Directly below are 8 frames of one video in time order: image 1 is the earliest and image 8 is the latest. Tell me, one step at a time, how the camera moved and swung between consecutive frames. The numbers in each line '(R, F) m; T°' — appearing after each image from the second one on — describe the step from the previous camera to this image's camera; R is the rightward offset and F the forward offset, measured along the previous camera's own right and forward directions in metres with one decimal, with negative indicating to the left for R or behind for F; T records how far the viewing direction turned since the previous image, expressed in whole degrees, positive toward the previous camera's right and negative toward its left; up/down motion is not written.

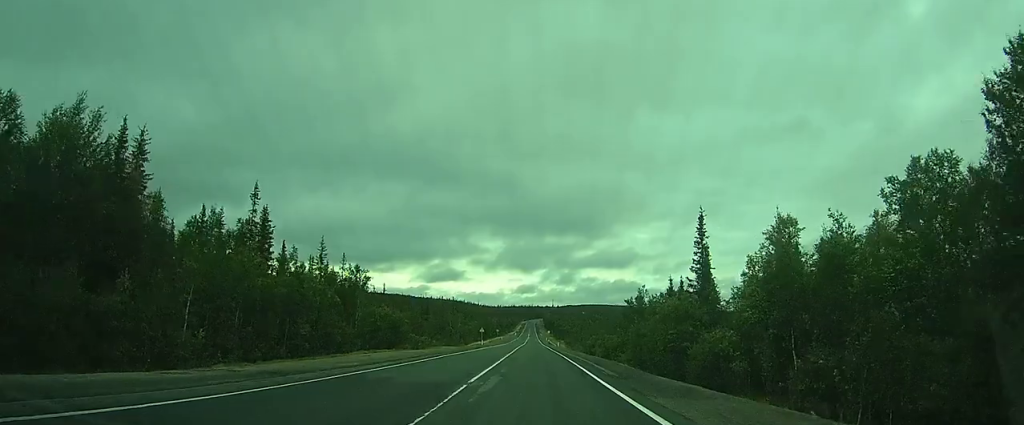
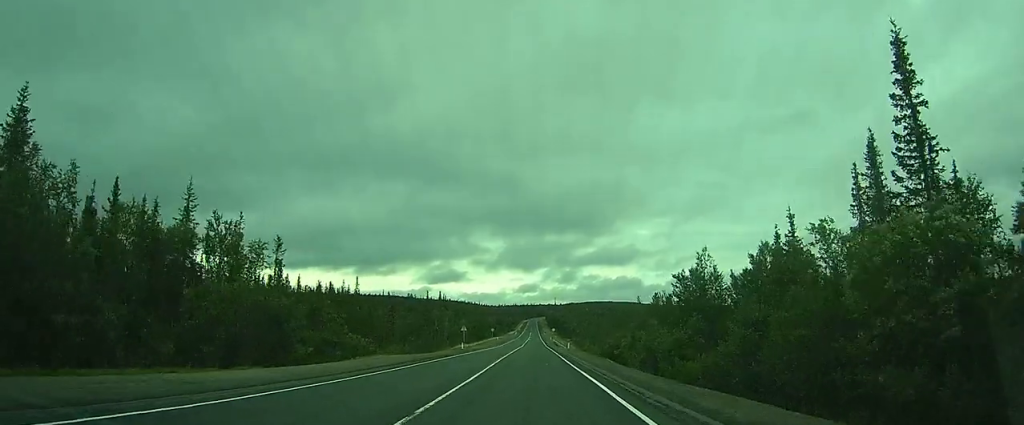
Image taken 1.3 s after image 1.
(0.0, +27.5) m; 0°
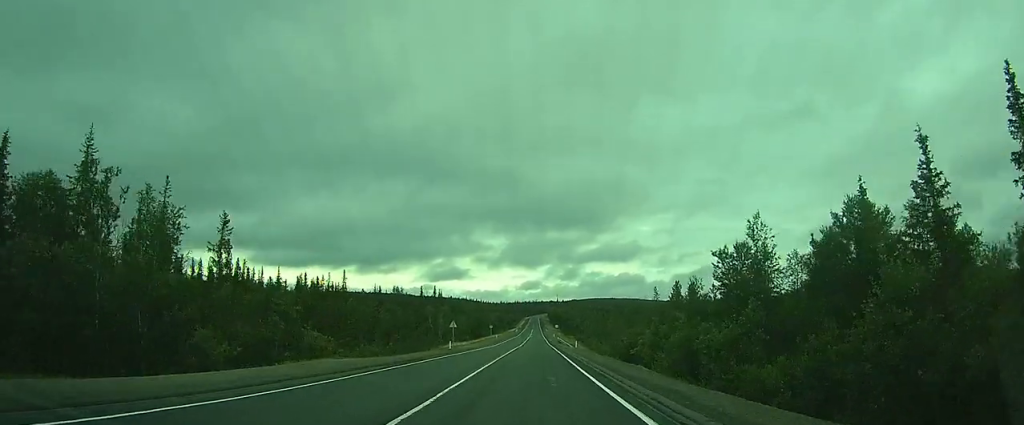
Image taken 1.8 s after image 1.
(0.0, +11.3) m; 0°
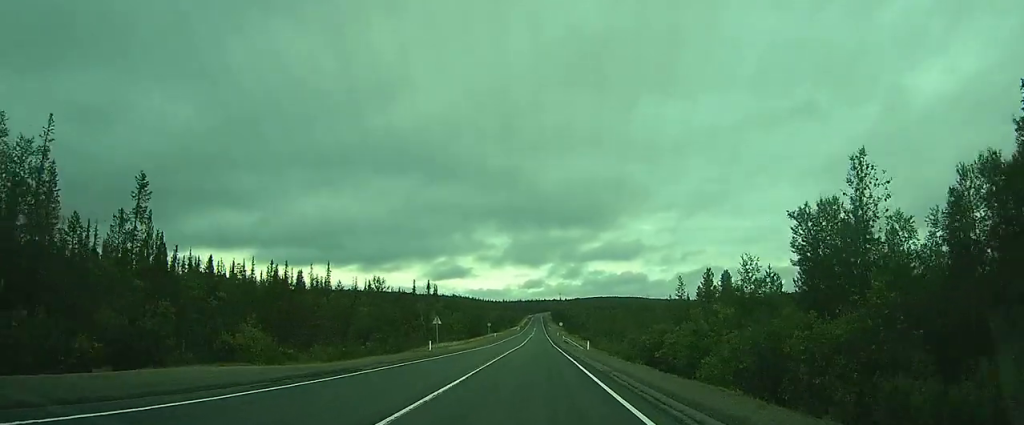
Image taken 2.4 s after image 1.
(0.0, +11.9) m; 0°
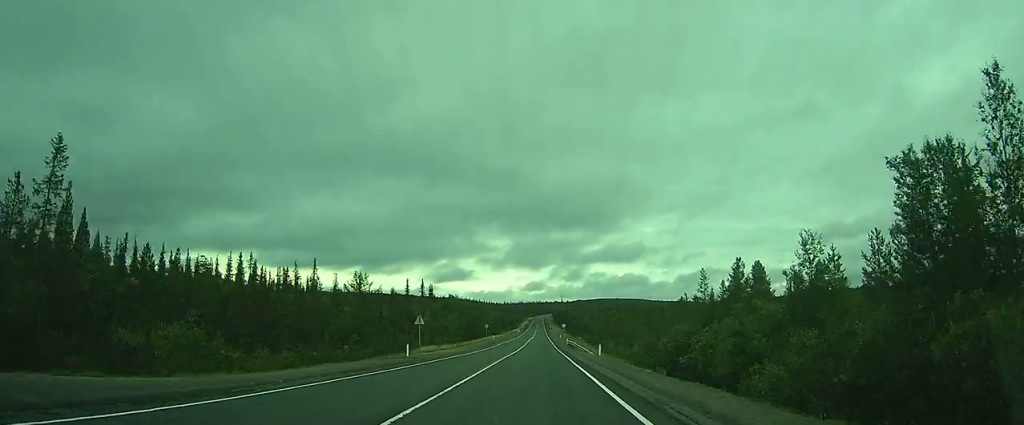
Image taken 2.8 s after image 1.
(0.0, +8.4) m; 0°
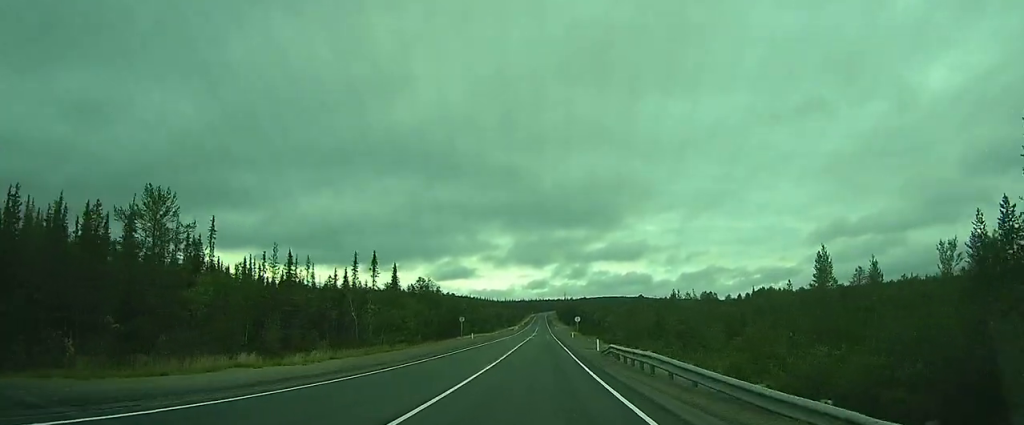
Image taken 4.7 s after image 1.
(-0.6, +39.0) m; -1°
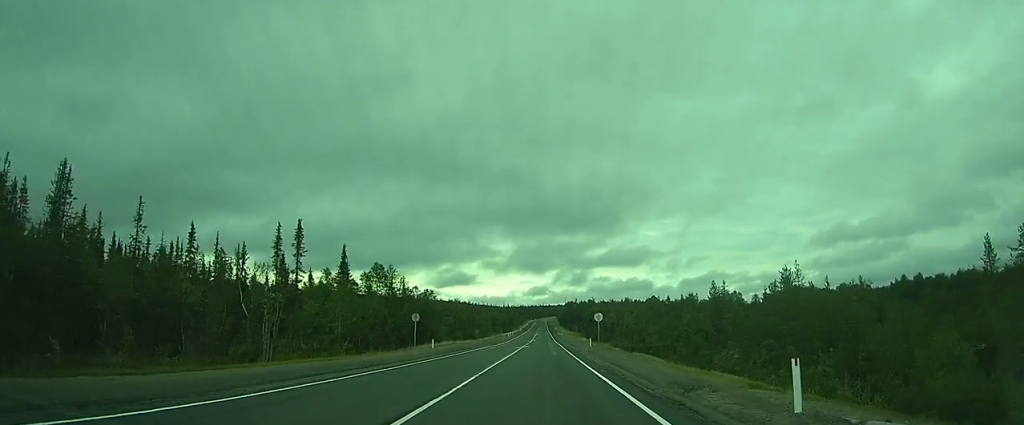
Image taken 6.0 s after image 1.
(+0.1, +28.2) m; +1°
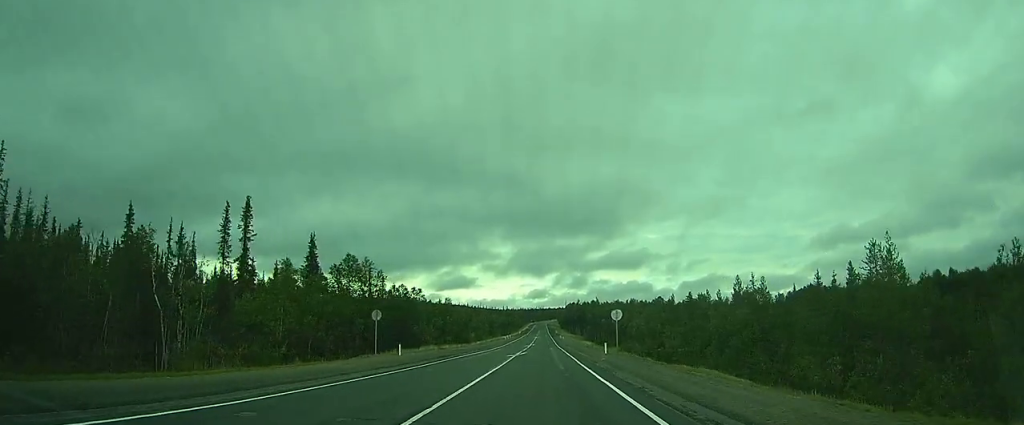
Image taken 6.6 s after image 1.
(+0.1, +11.6) m; 0°
